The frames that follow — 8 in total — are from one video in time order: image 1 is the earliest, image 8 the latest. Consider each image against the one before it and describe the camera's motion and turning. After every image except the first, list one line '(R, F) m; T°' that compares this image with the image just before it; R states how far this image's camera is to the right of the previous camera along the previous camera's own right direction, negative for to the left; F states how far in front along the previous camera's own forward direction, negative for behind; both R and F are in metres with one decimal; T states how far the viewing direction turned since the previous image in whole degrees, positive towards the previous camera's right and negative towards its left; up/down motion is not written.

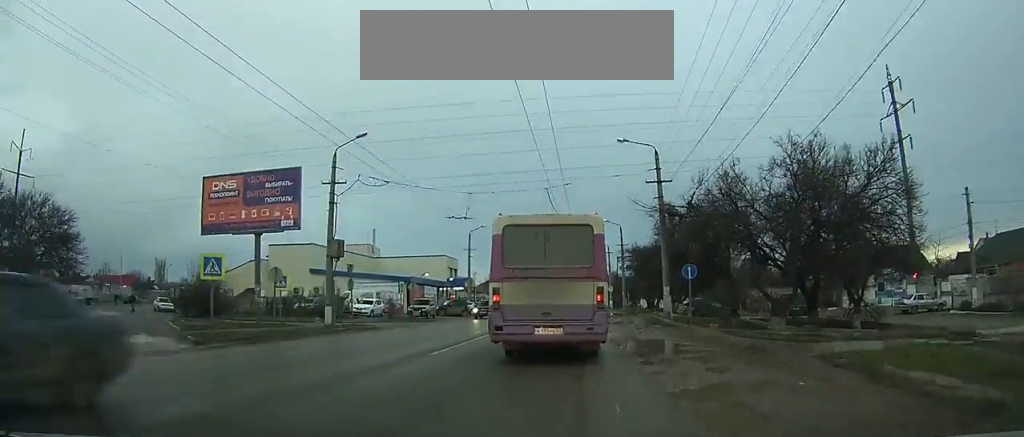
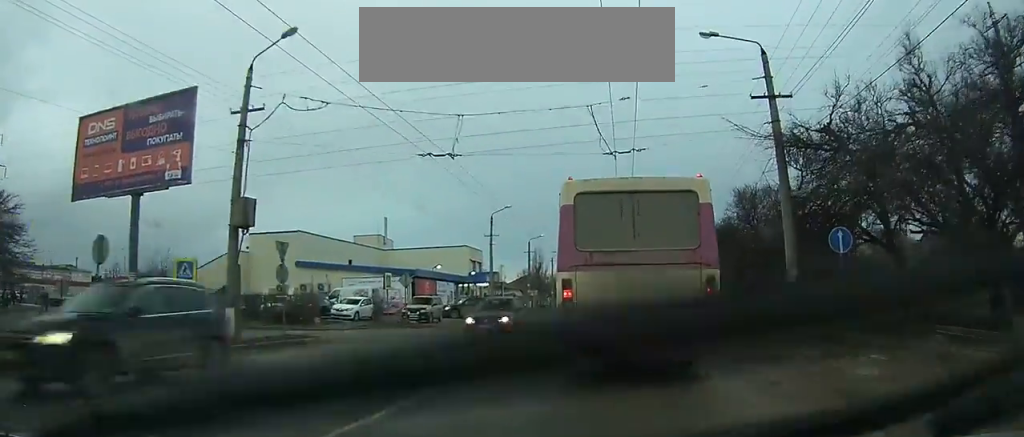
(-0.5, +11.5) m; 0°
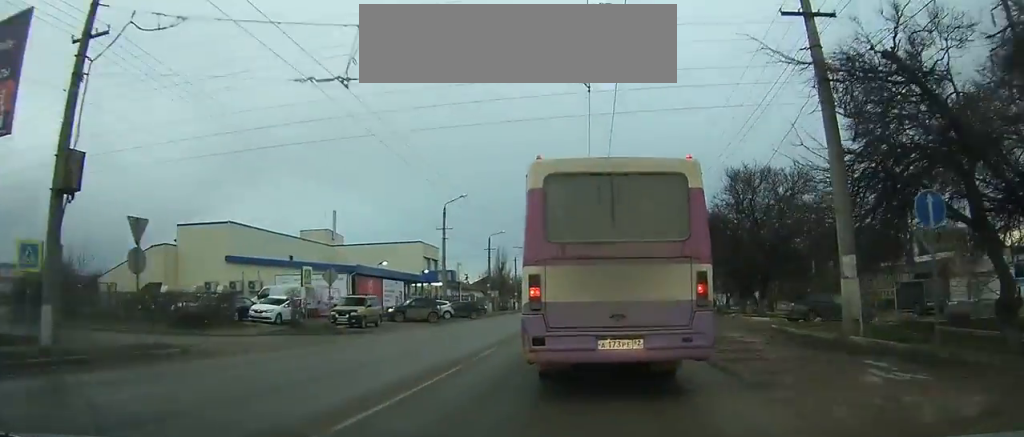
(+0.2, +5.4) m; +2°
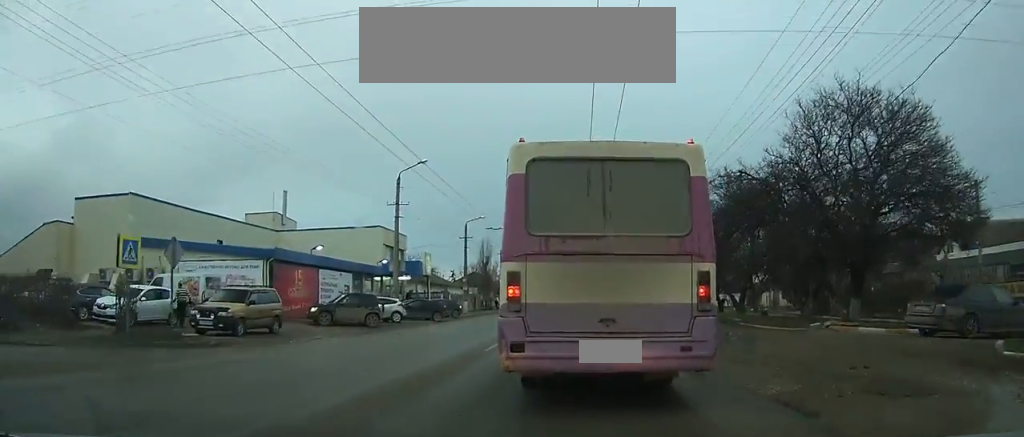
(+0.3, +11.1) m; +1°
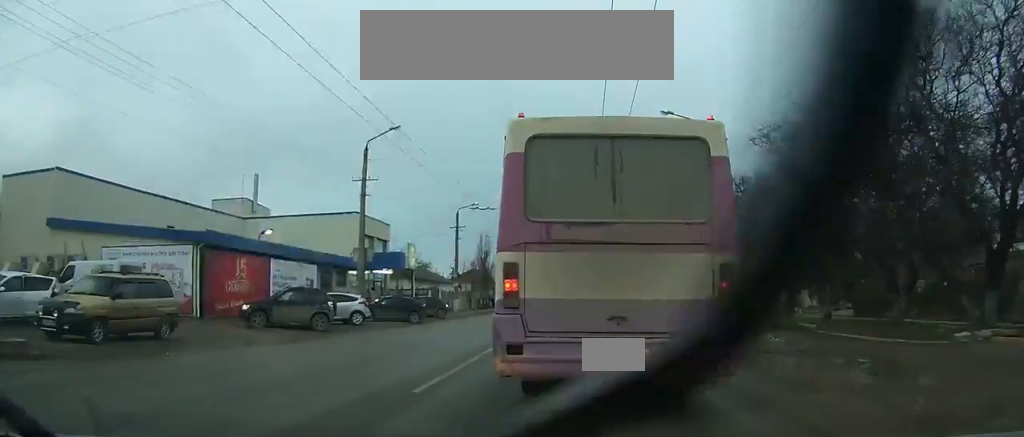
(0.0, +6.9) m; 0°
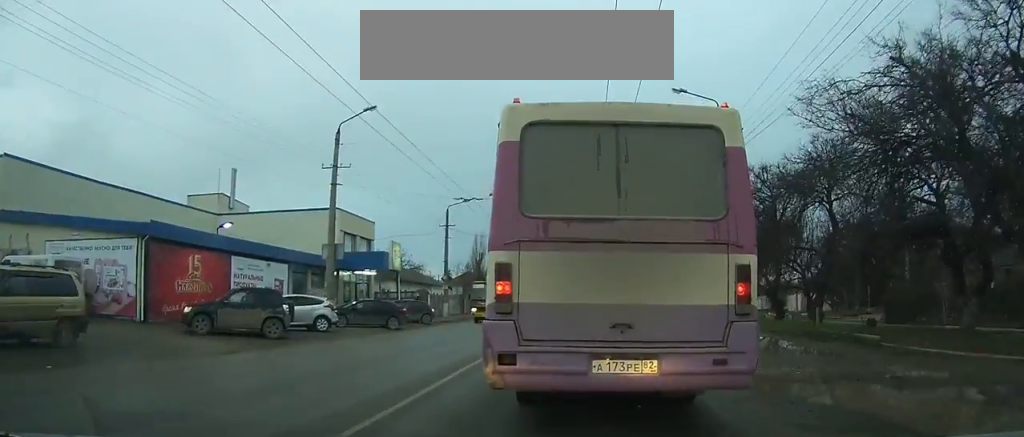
(-0.1, +3.9) m; 0°
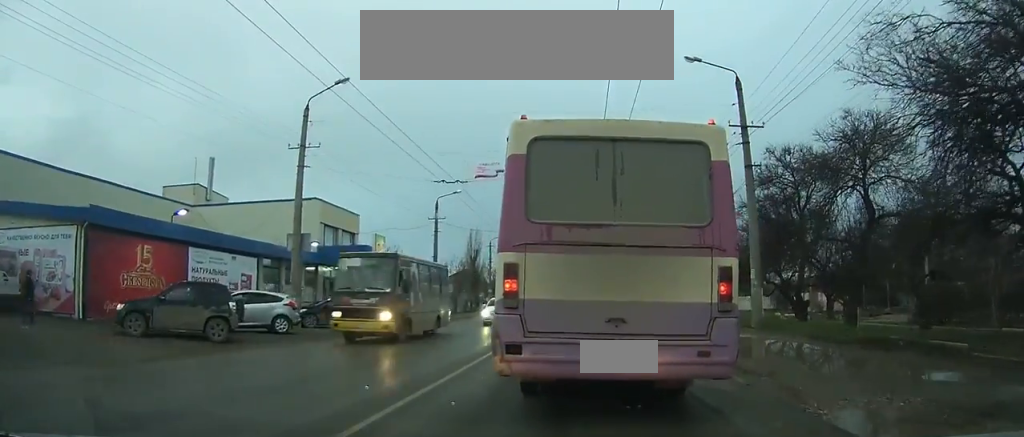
(+0.1, +3.6) m; 0°
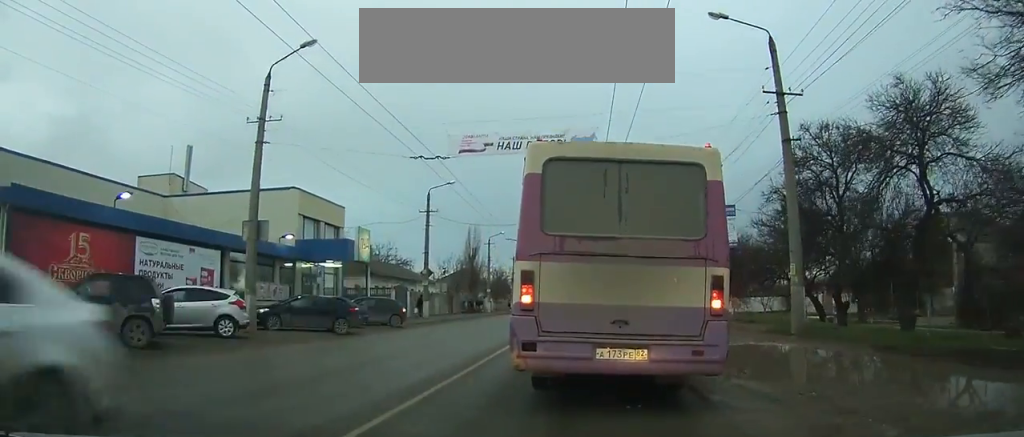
(0.0, +4.0) m; 0°
